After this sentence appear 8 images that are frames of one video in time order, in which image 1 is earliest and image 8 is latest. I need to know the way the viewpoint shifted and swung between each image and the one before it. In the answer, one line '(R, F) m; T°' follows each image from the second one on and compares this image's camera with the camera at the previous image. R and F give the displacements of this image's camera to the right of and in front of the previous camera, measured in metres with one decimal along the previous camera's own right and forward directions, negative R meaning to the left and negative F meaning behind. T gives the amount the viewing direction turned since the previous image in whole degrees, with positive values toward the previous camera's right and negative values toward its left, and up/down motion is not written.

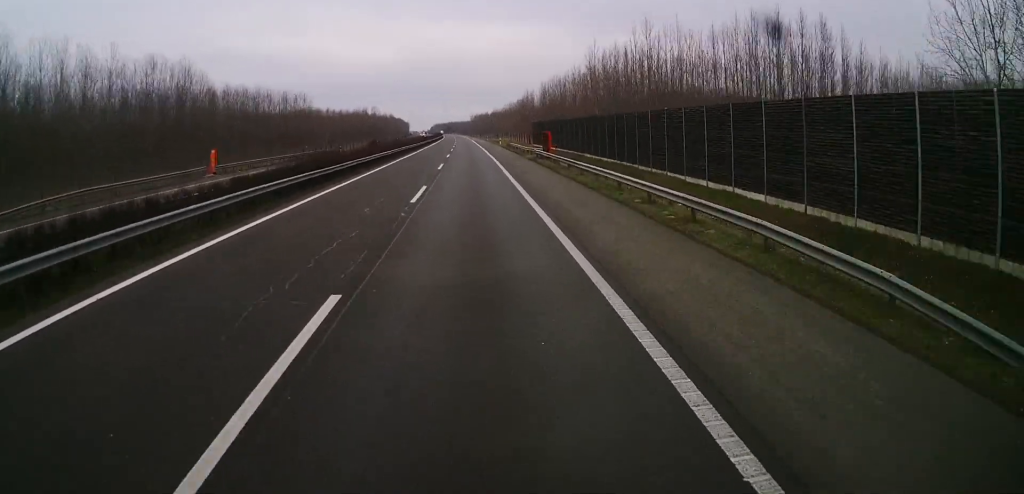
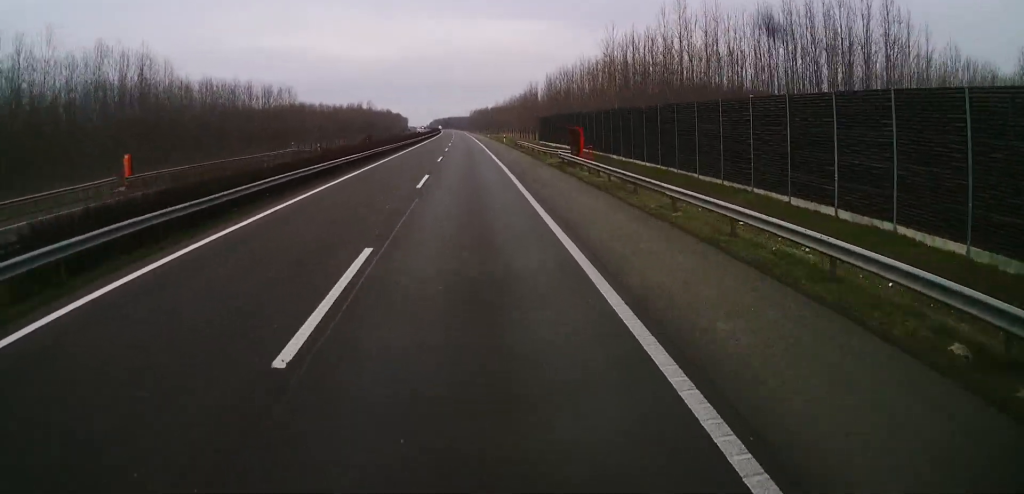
(-0.3, +14.5) m; 0°
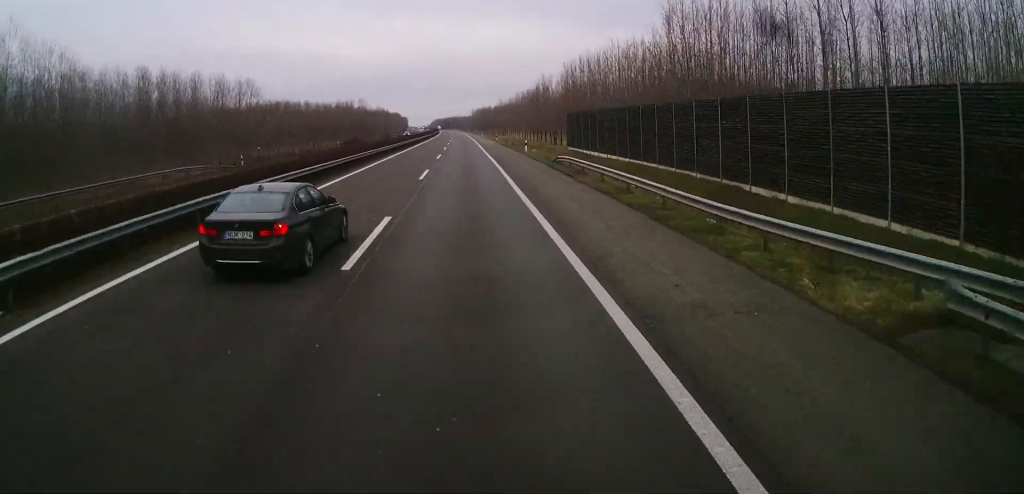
(+0.4, +31.2) m; 0°
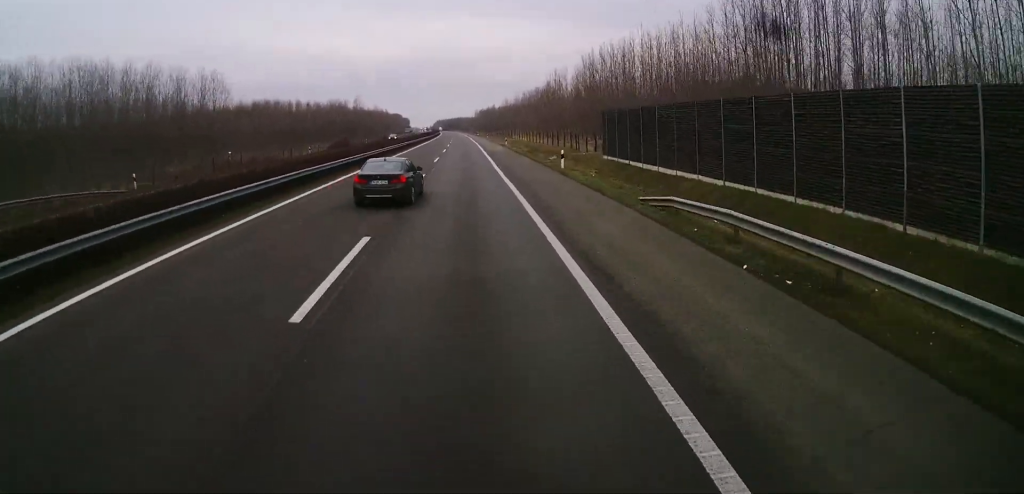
(-0.5, +20.7) m; -1°
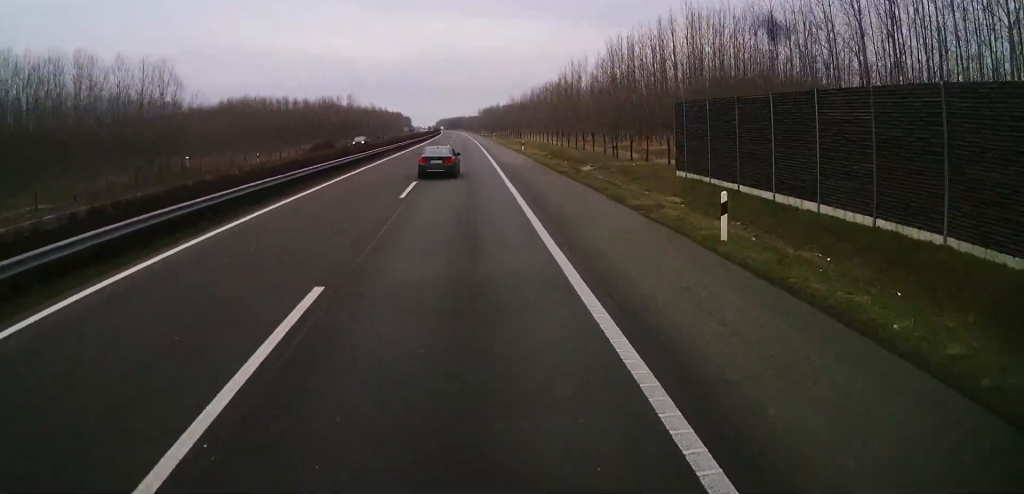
(+0.3, +22.4) m; +1°
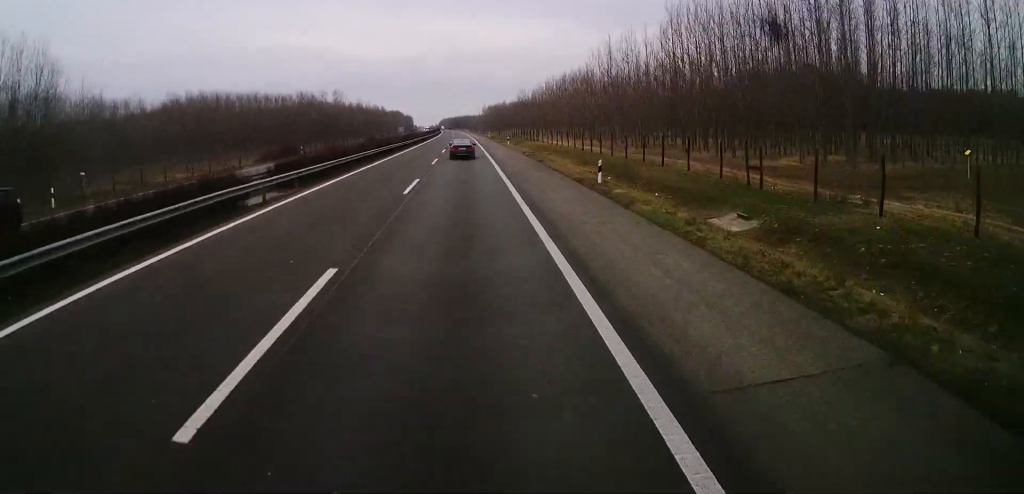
(-0.2, +34.7) m; -1°
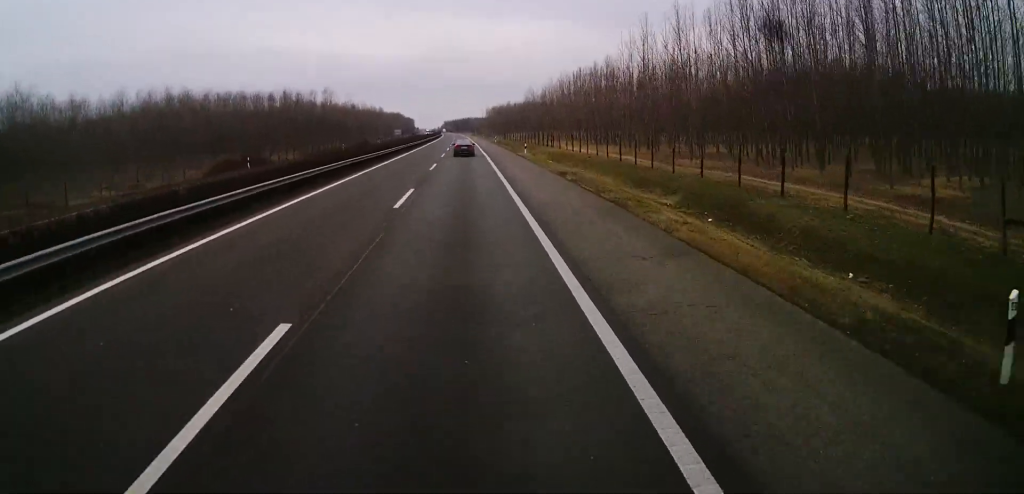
(-0.1, +20.7) m; 0°
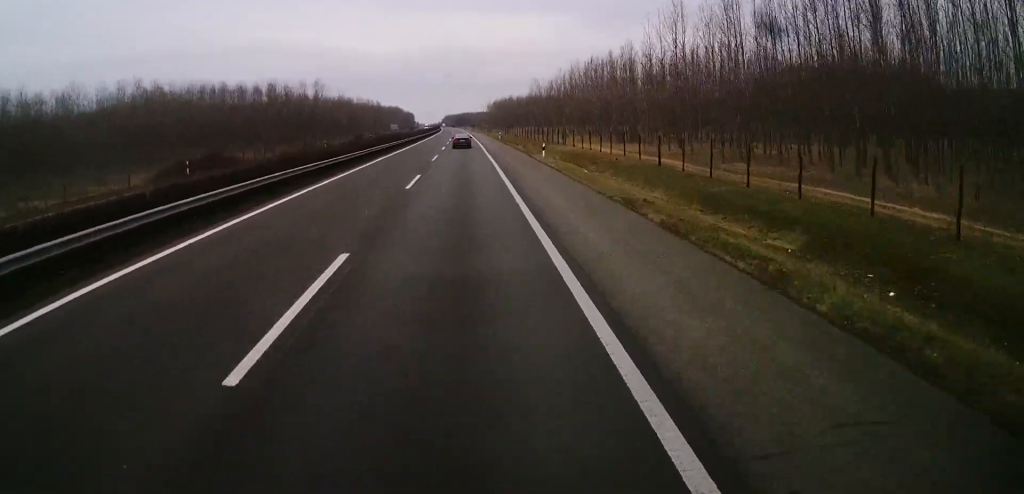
(0.0, +13.7) m; 0°
